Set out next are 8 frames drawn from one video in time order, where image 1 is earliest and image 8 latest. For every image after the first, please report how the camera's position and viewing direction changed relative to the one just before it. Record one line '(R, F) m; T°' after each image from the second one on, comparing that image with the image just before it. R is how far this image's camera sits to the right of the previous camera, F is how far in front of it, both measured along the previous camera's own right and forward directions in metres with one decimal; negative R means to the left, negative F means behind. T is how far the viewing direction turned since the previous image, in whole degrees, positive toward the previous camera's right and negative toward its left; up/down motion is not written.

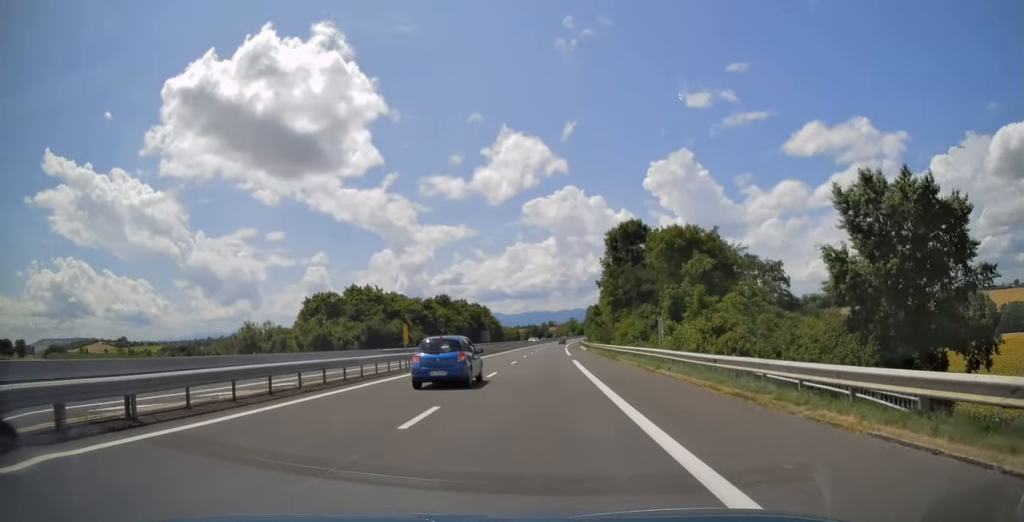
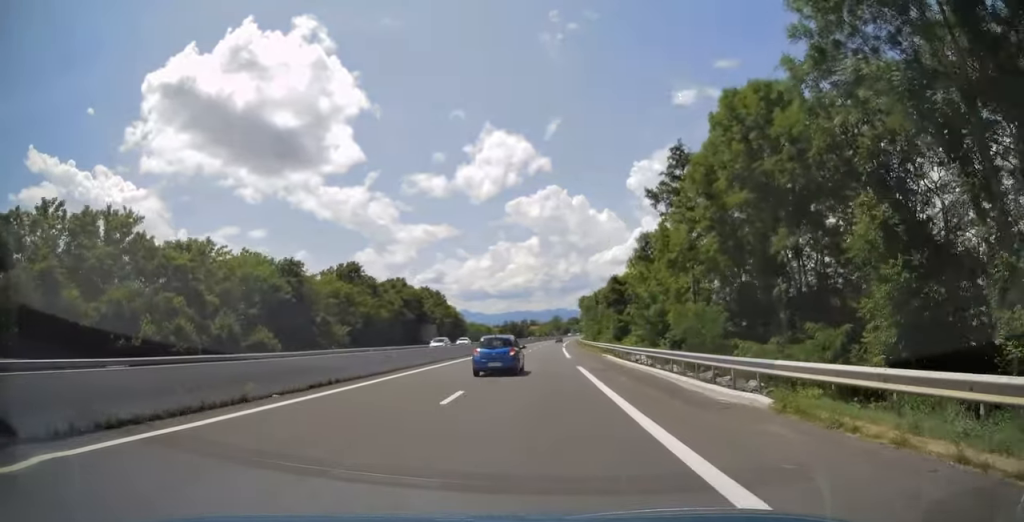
(+0.4, +61.1) m; +2°
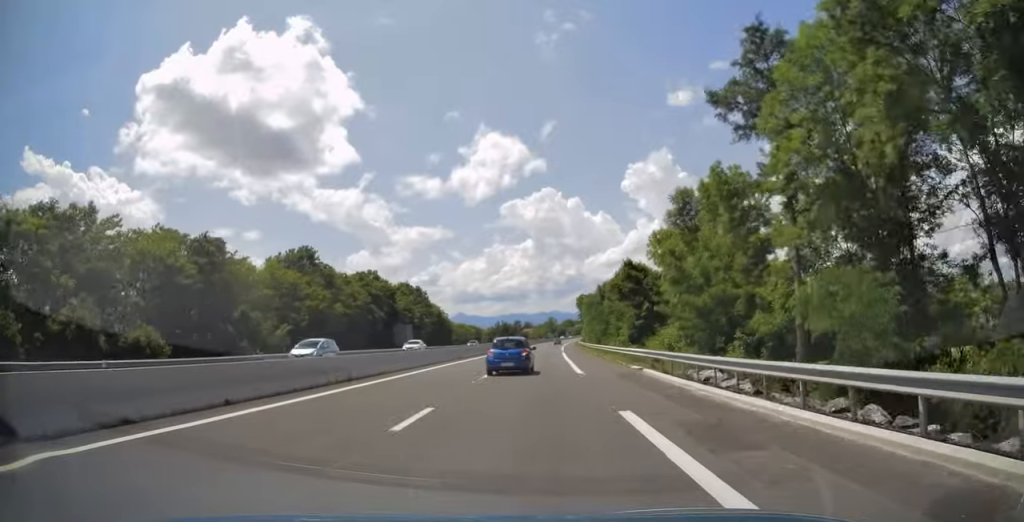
(+0.2, +16.6) m; +1°
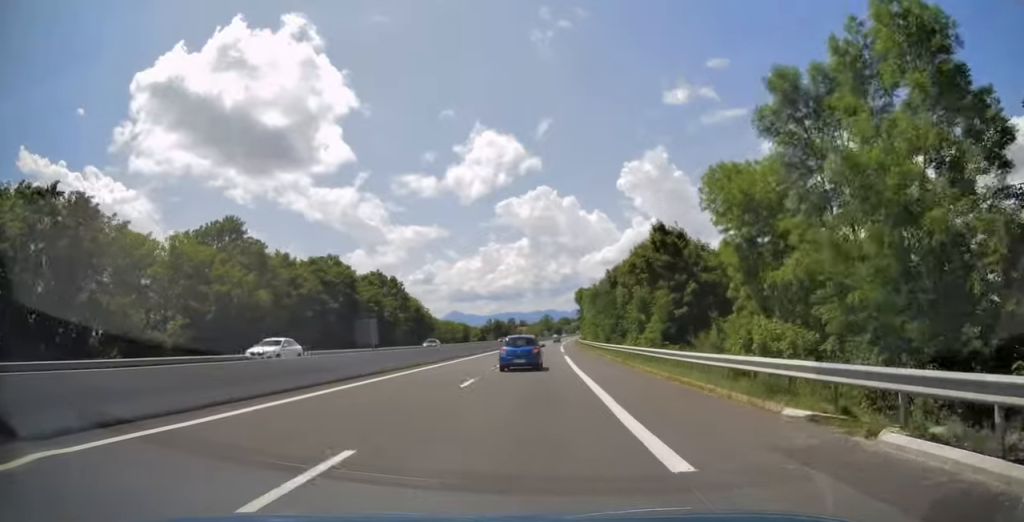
(+0.1, +17.7) m; 0°
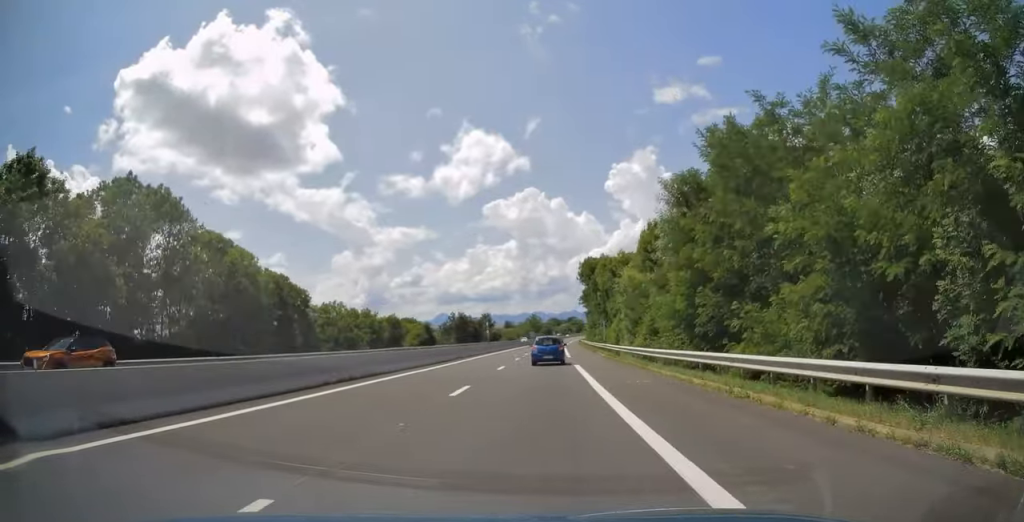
(+0.5, +67.1) m; +1°
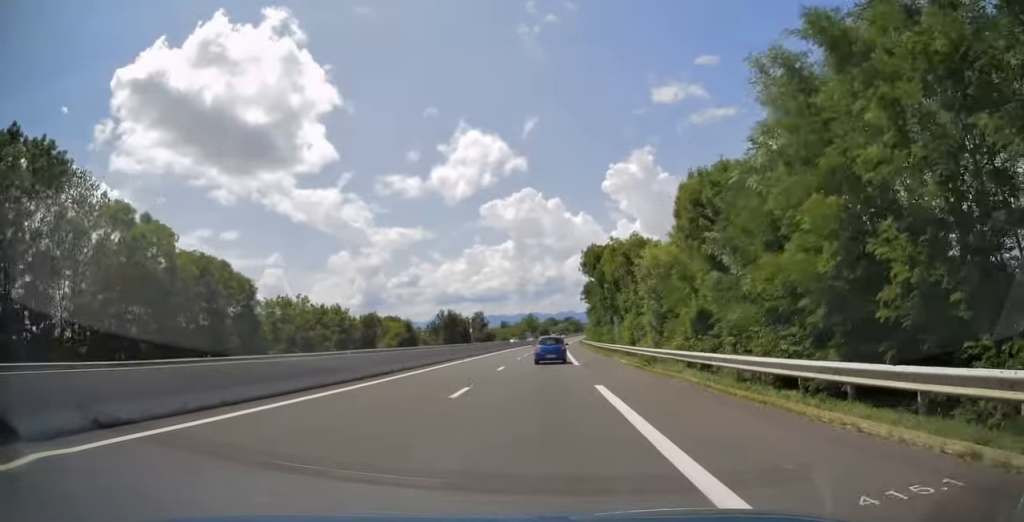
(+0.1, +13.4) m; 0°
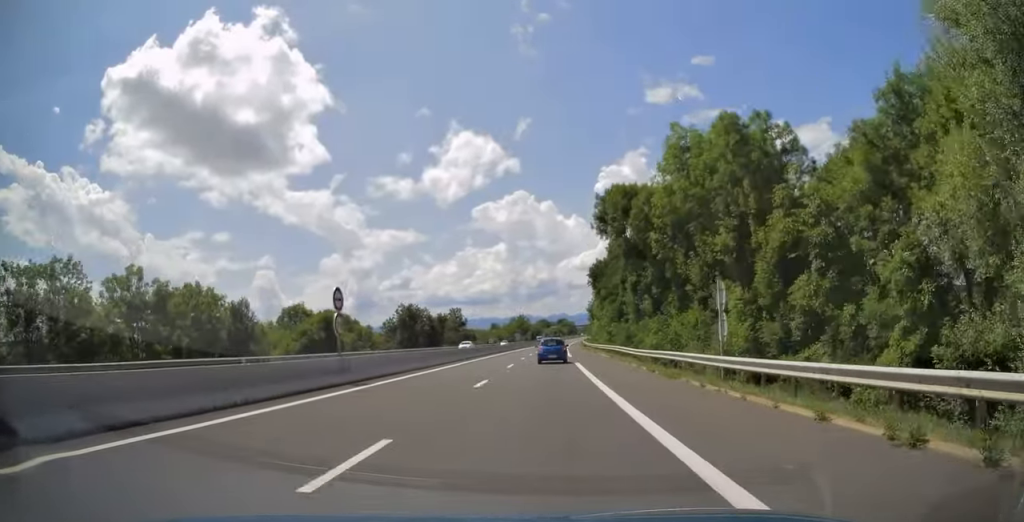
(0.0, +34.9) m; 0°
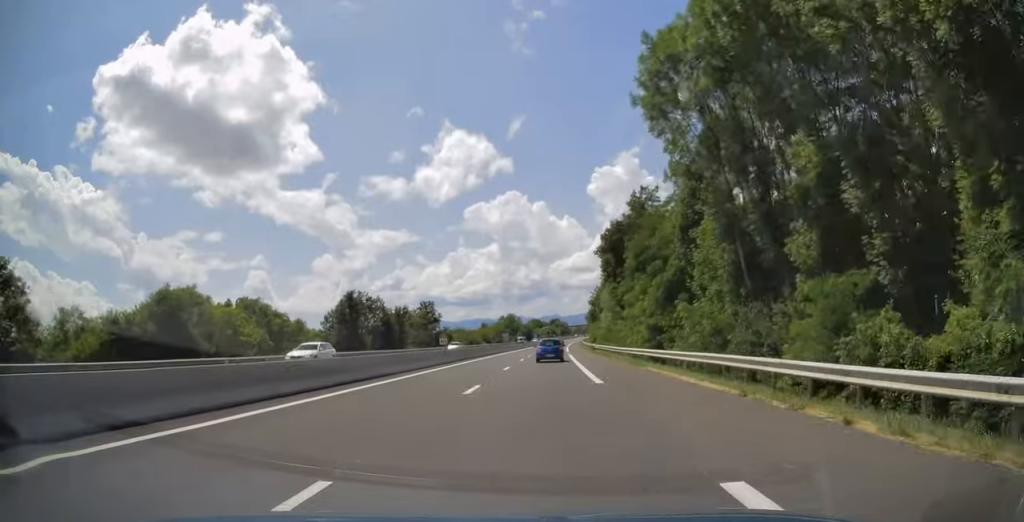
(0.0, +28.4) m; +1°
